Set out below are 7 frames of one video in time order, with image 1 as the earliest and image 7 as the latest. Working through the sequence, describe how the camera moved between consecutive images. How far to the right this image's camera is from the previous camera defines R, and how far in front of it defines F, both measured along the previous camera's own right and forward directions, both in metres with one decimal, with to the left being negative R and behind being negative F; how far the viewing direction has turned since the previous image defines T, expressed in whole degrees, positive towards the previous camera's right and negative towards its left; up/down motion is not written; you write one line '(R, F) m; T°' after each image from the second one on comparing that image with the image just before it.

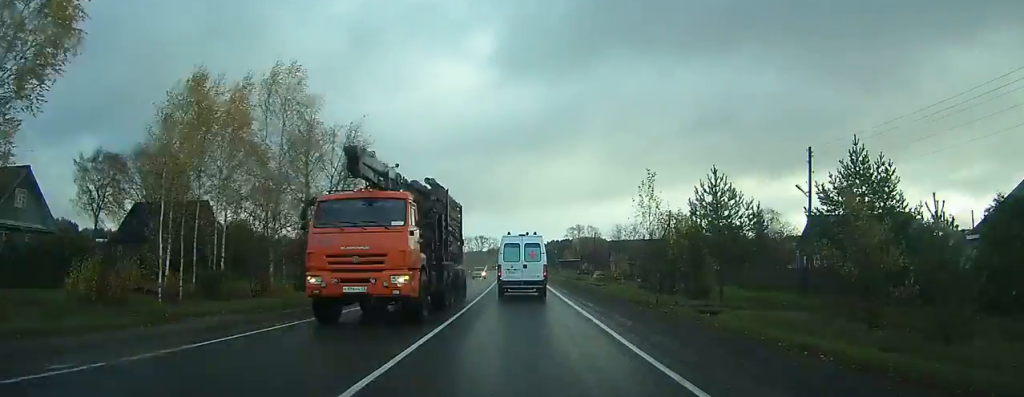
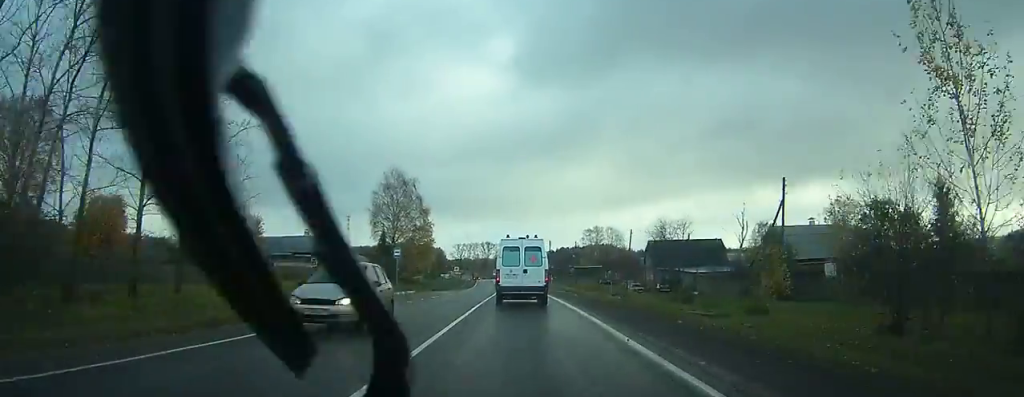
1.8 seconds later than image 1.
(0.0, +29.0) m; 0°
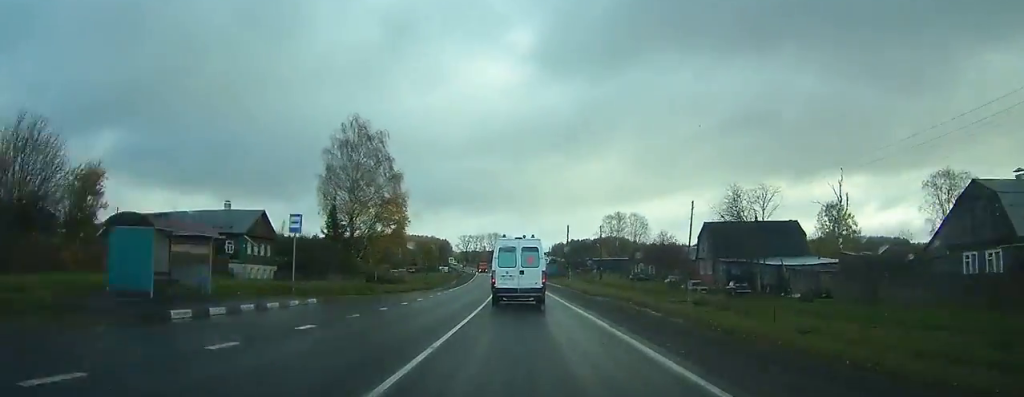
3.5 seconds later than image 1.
(-0.1, +26.0) m; -1°
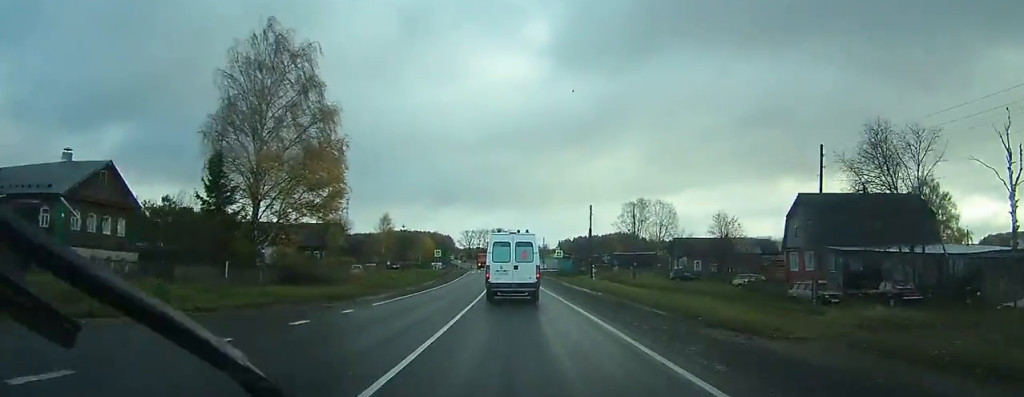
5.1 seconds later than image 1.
(-0.3, +24.4) m; -1°
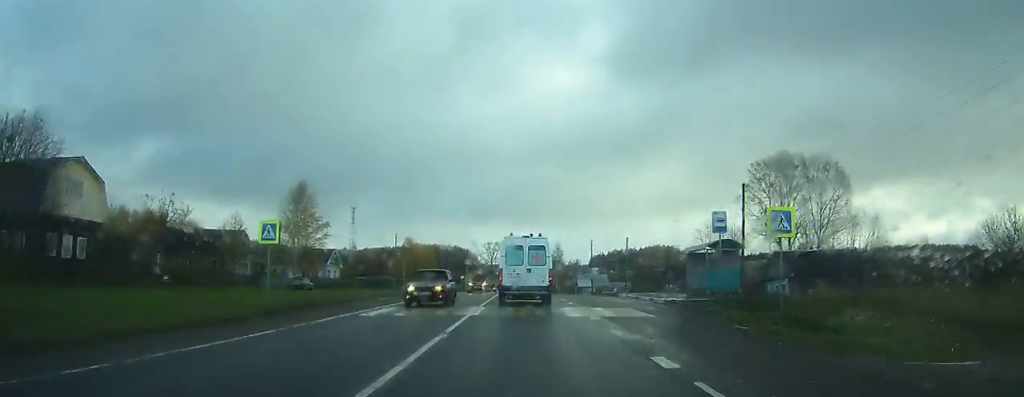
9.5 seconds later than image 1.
(-1.7, +65.5) m; -2°
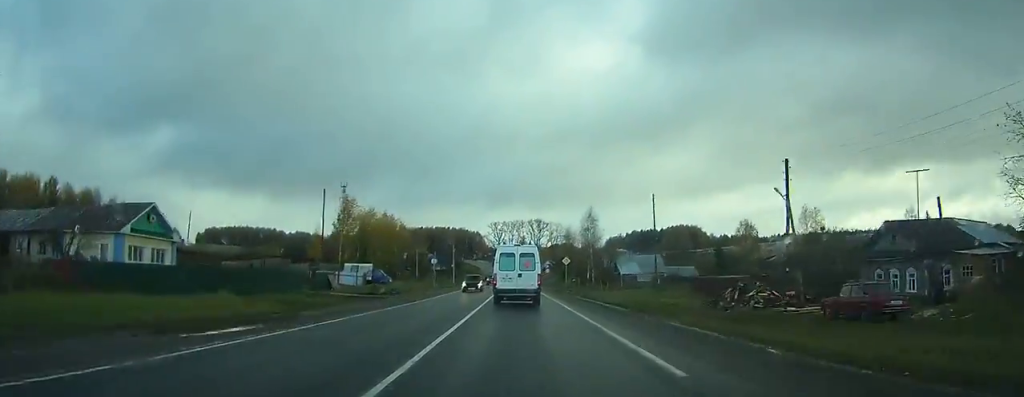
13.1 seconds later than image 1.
(-0.5, +51.5) m; -2°
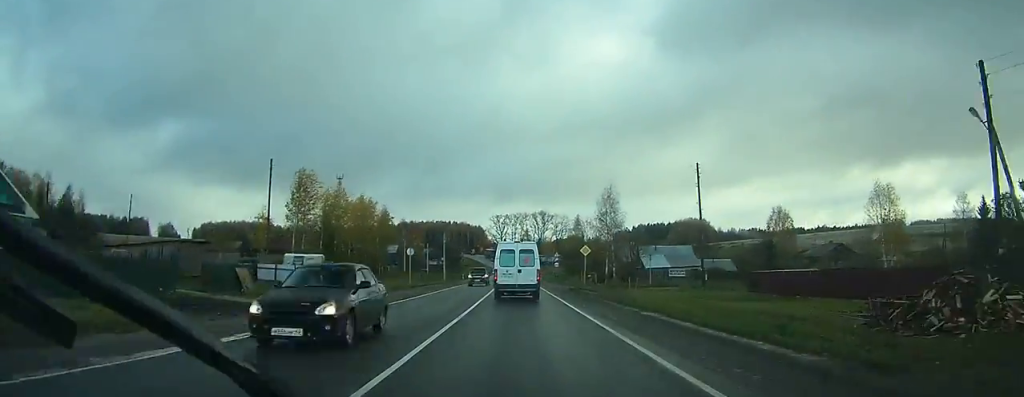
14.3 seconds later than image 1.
(-0.1, +17.4) m; -1°
